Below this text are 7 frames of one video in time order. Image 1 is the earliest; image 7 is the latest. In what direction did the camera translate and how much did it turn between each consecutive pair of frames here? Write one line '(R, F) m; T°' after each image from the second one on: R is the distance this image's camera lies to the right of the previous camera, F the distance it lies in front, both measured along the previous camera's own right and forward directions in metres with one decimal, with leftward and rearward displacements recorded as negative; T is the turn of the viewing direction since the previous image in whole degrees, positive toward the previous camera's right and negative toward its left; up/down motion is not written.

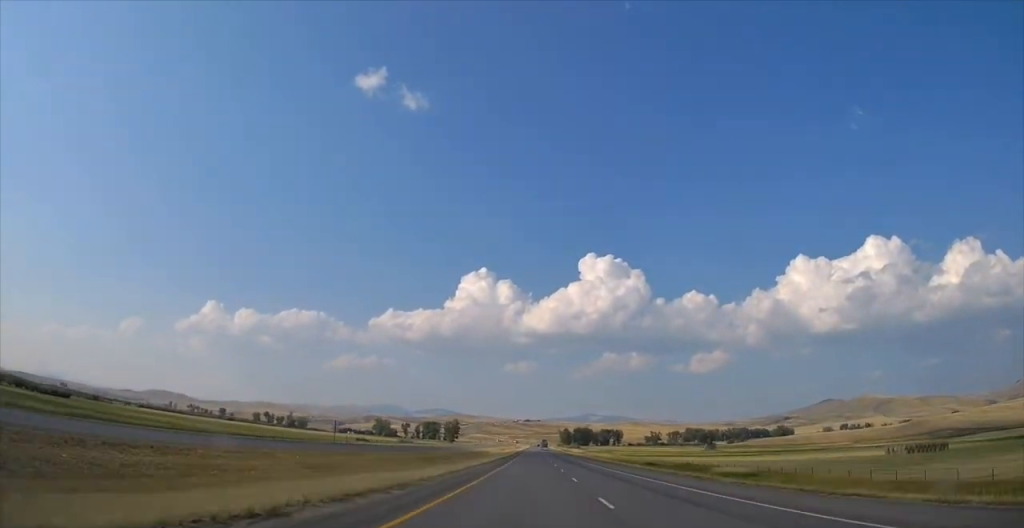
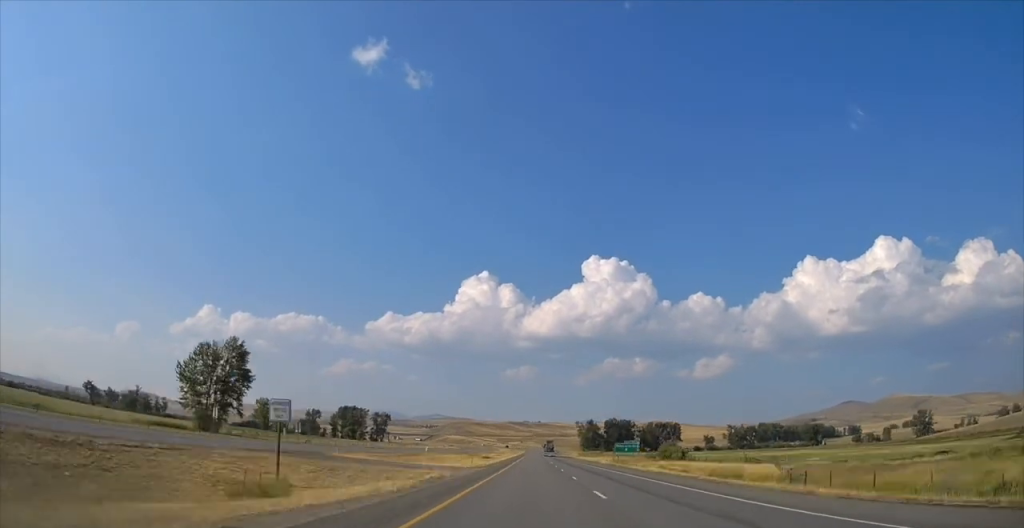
(-1.1, +353.5) m; -1°
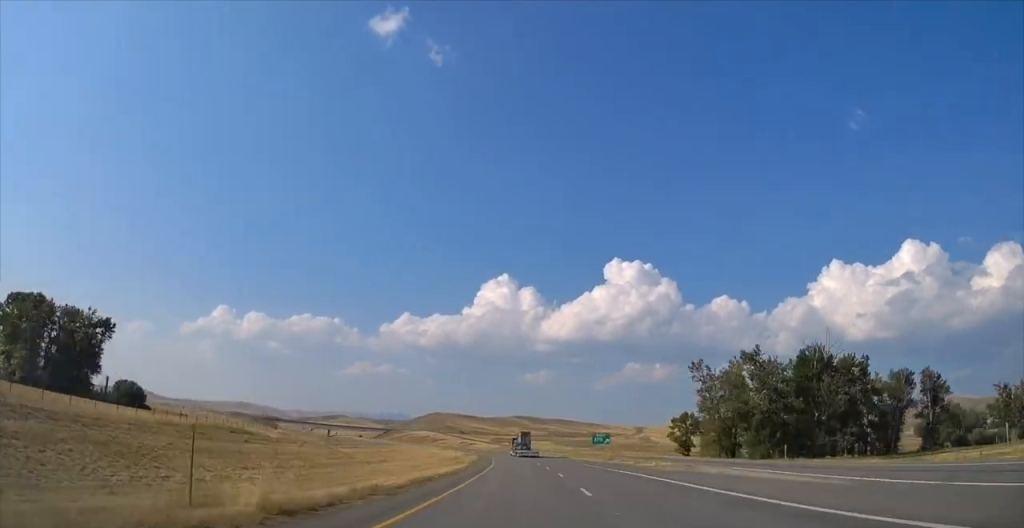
(-7.1, +321.7) m; -10°
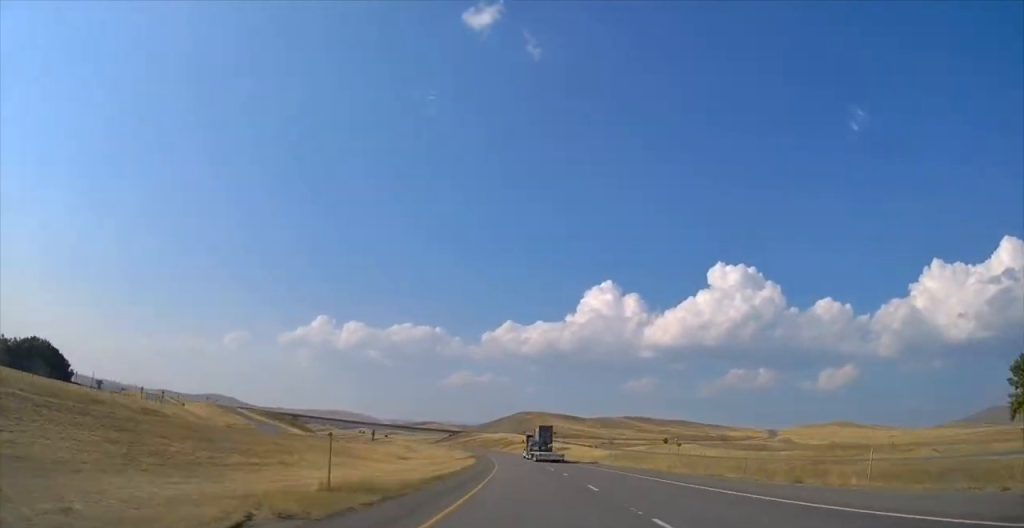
(-18.2, +143.9) m; -6°
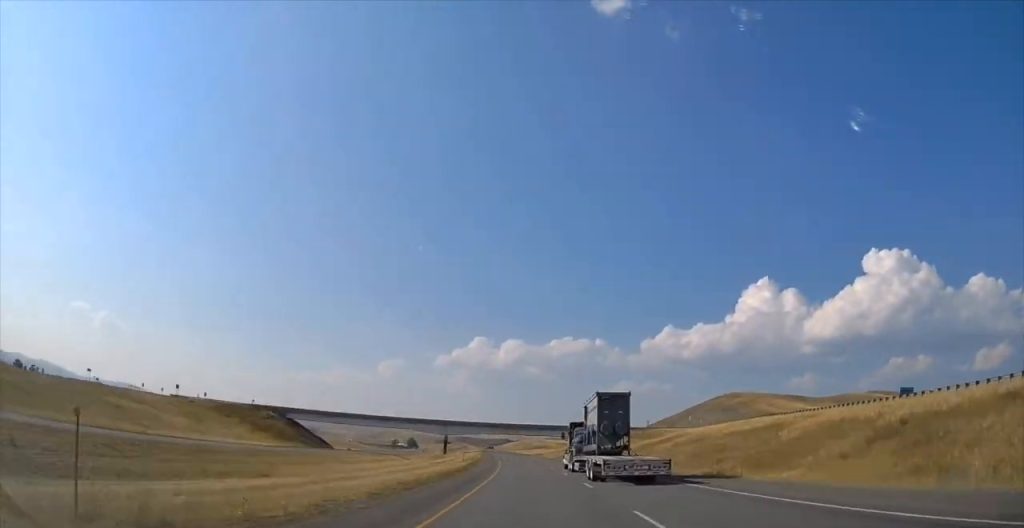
(-16.4, +207.1) m; -8°
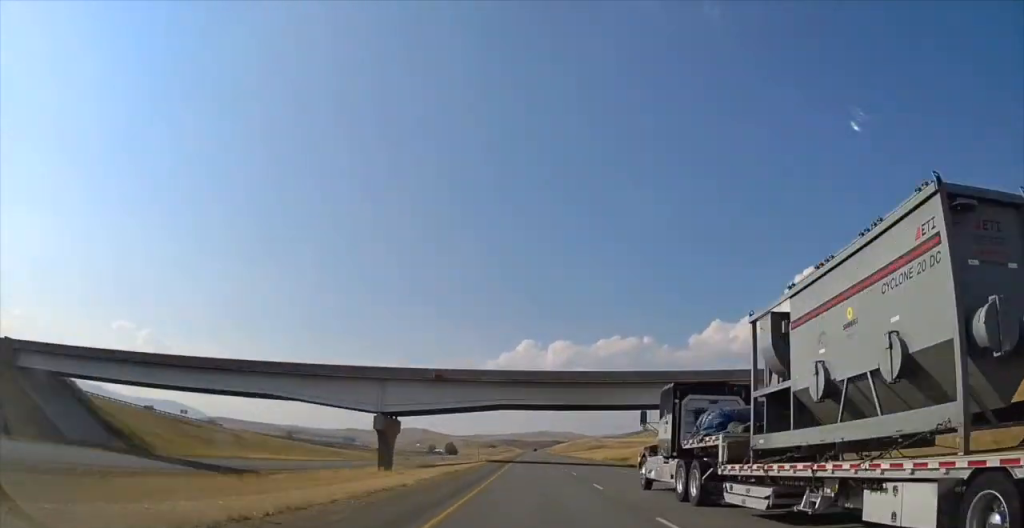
(-8.6, +124.6) m; -2°
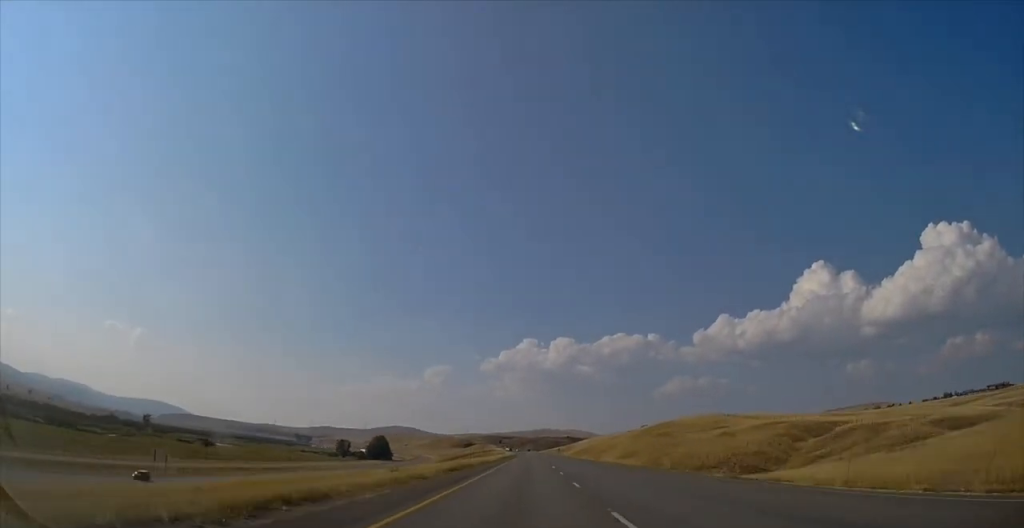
(-18.7, +468.6) m; -2°
